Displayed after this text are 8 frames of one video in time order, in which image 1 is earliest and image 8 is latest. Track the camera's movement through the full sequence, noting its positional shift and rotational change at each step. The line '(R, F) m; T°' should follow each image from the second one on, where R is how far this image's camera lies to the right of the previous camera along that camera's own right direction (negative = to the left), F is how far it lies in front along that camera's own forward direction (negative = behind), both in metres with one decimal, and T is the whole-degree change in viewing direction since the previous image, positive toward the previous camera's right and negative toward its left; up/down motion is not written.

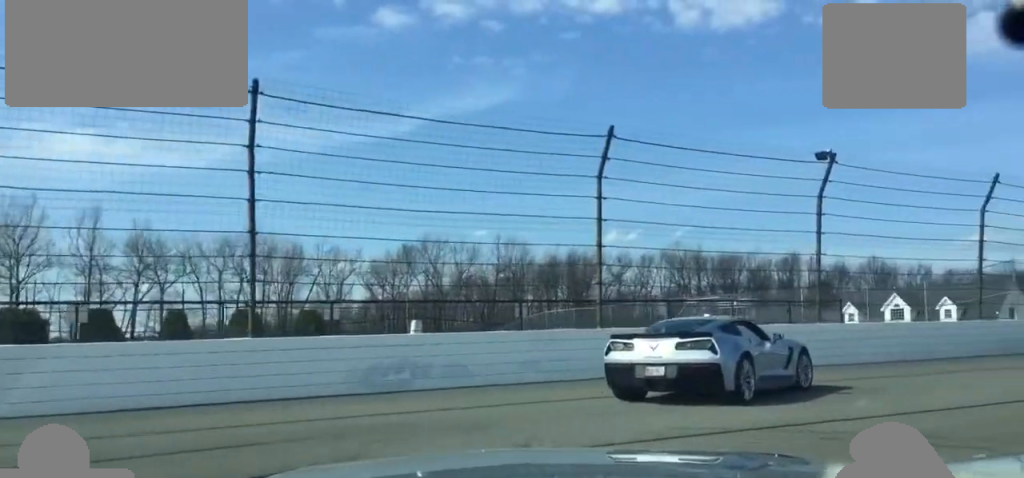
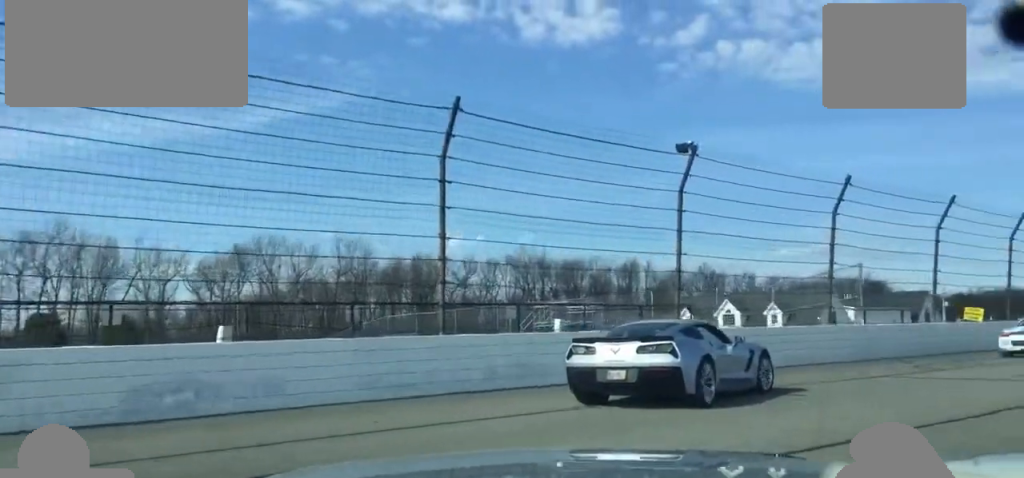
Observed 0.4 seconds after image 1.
(+0.1, +3.3) m; +8°
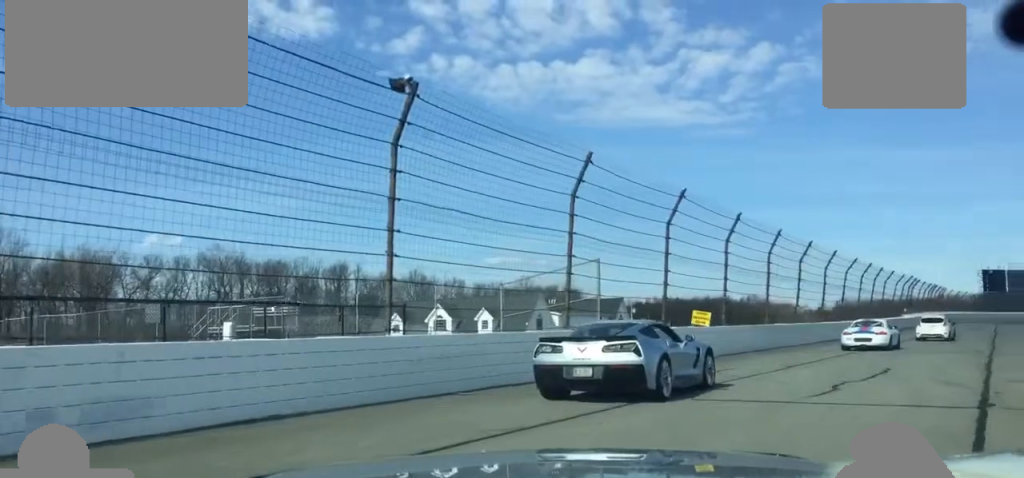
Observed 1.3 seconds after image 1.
(+0.8, +7.3) m; +15°
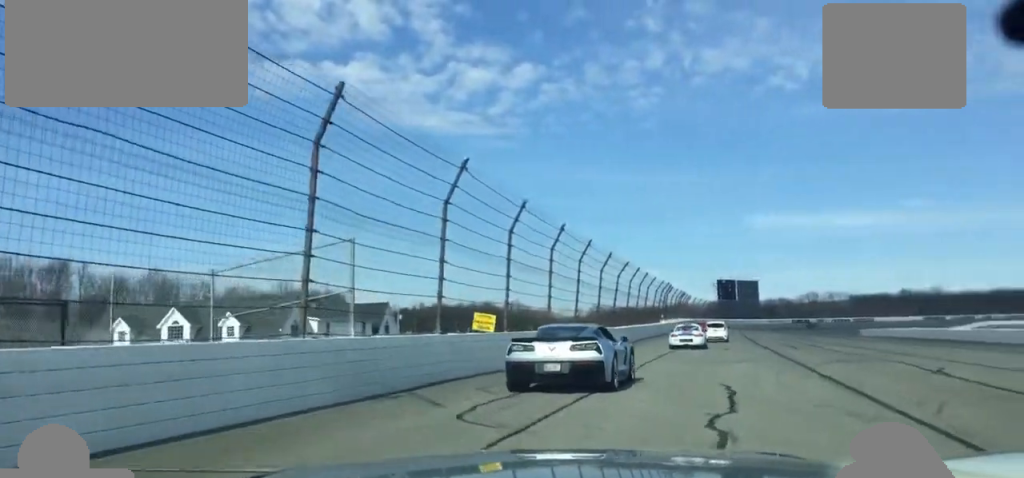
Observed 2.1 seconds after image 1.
(+1.1, +7.6) m; +12°
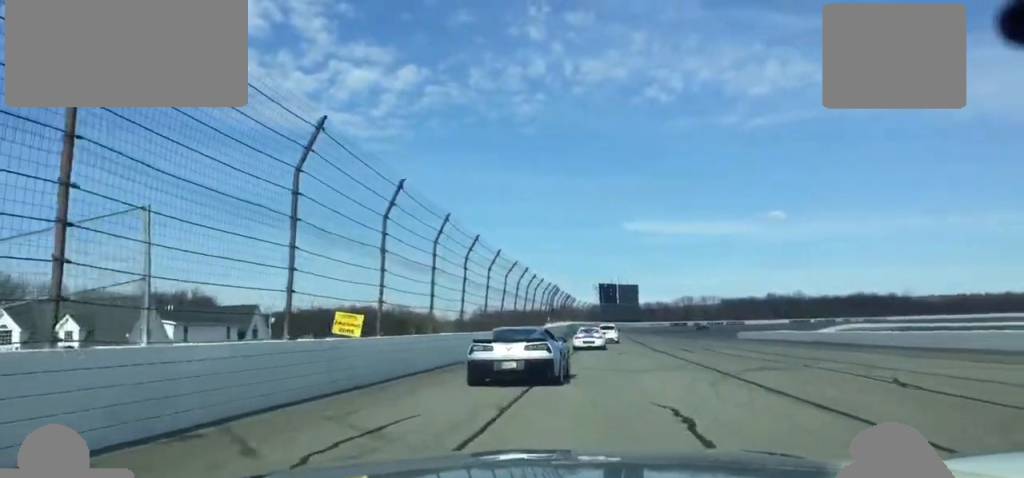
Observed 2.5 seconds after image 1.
(+0.2, +5.1) m; +6°
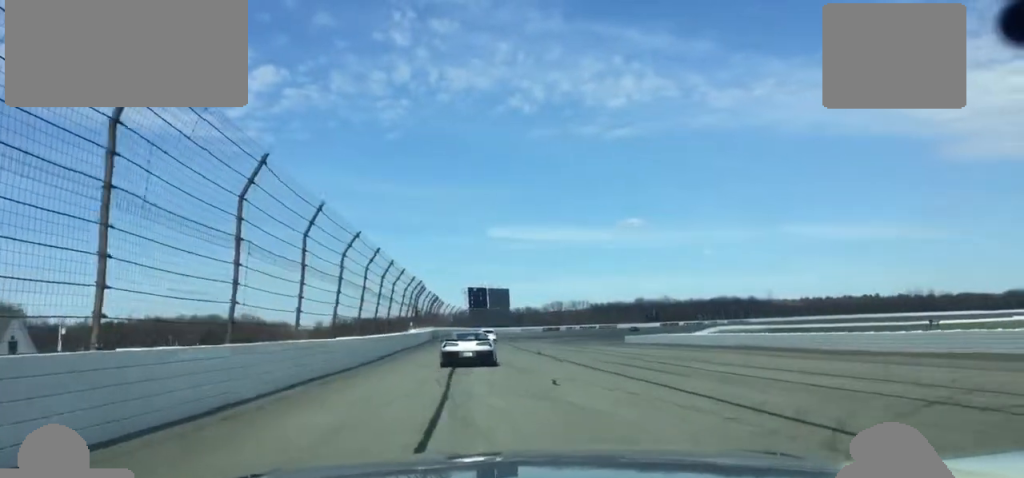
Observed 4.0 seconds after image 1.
(+1.7, +20.9) m; +5°
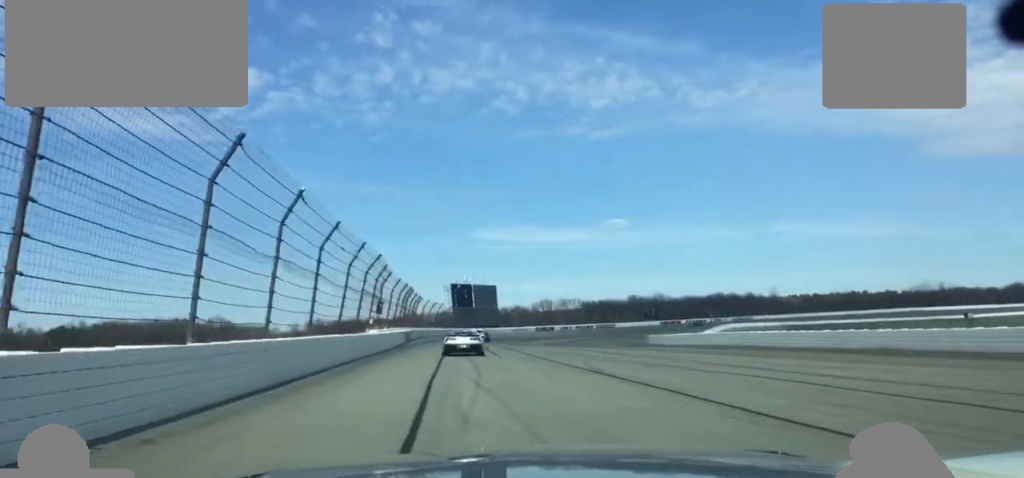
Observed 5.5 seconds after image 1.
(0.0, +25.9) m; 0°
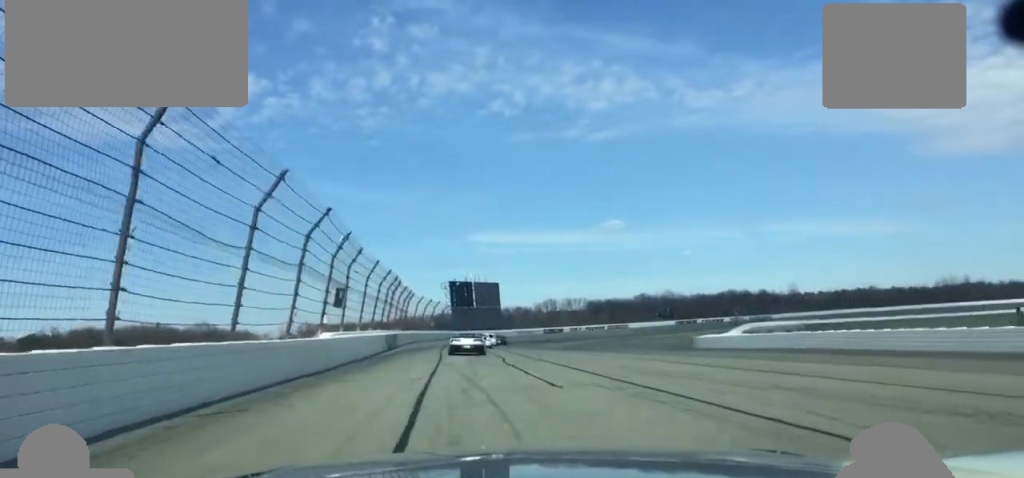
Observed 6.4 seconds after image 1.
(+0.1, +19.9) m; 0°
